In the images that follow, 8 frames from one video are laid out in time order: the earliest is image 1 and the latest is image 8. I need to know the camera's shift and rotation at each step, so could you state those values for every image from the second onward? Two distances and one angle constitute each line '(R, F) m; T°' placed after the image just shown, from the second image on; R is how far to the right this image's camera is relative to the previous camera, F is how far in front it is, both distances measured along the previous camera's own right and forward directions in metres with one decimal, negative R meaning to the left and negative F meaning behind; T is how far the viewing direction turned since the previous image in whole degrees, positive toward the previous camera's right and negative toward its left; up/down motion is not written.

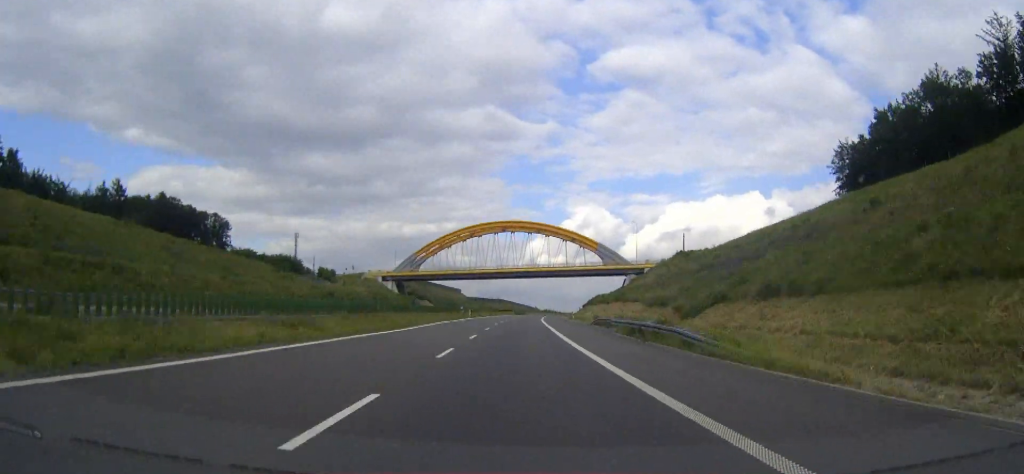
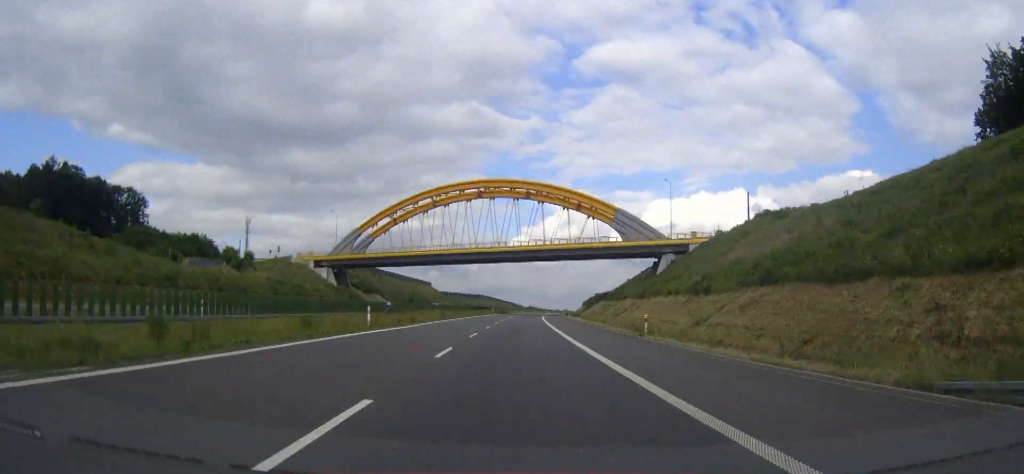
(+0.9, +60.2) m; +1°
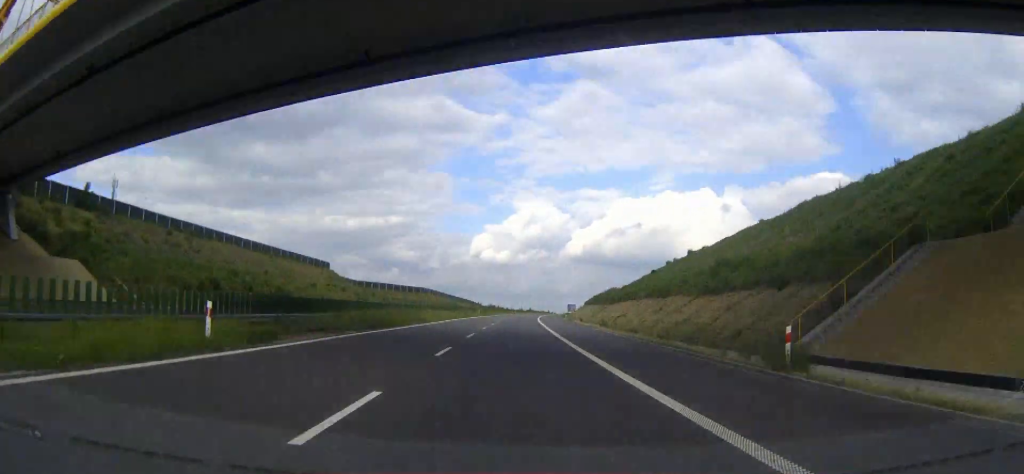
(+2.6, +118.0) m; +3°
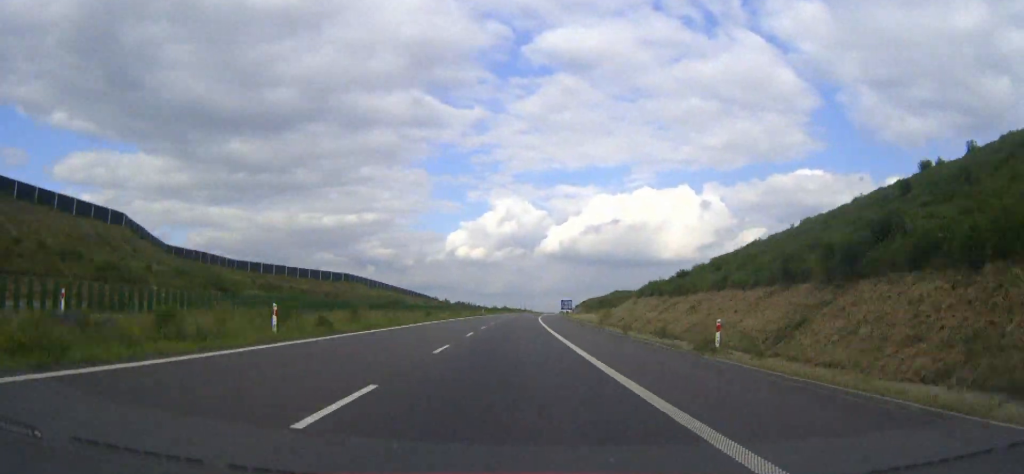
(+1.7, +95.3) m; +2°
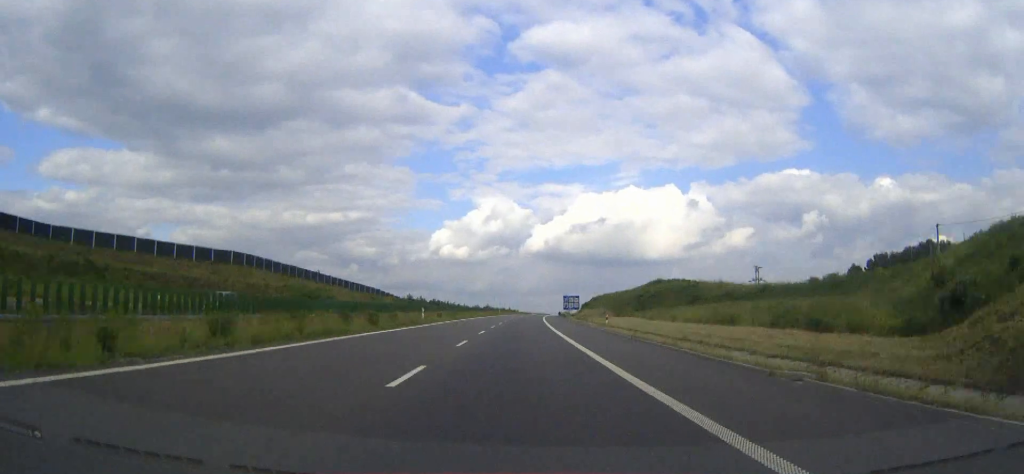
(+1.3, +68.9) m; +2°
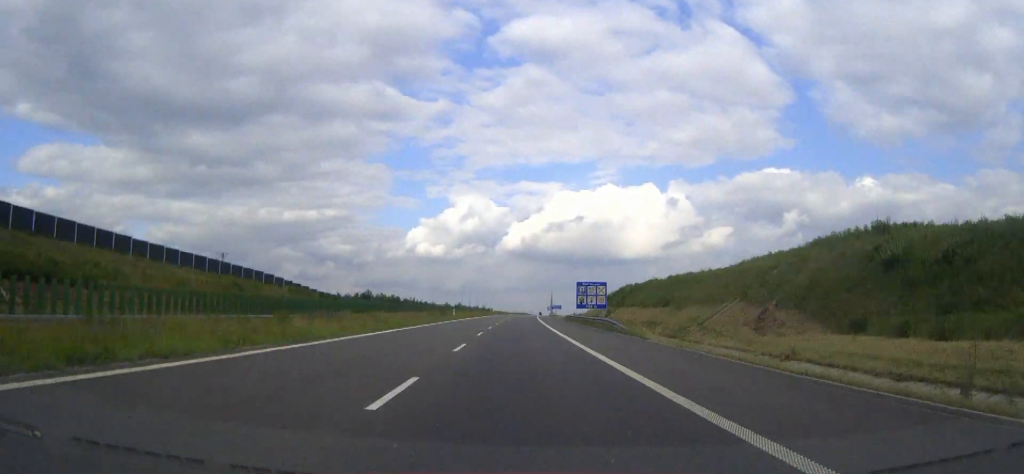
(+1.1, +76.1) m; +2°
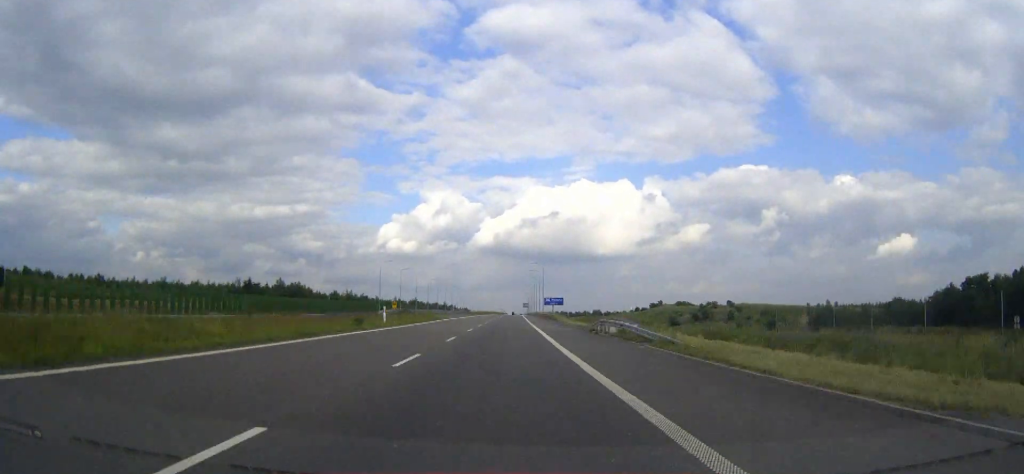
(+2.7, +140.5) m; +2°
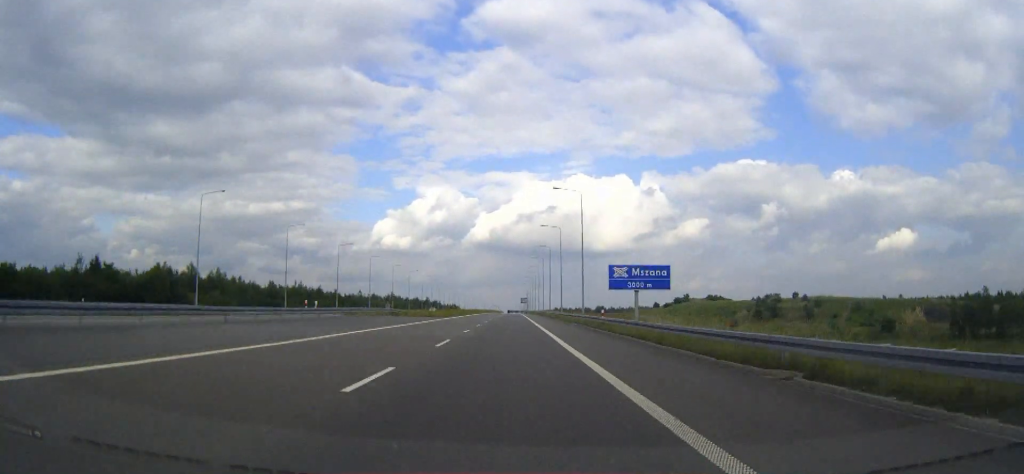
(+0.4, +96.5) m; 0°
